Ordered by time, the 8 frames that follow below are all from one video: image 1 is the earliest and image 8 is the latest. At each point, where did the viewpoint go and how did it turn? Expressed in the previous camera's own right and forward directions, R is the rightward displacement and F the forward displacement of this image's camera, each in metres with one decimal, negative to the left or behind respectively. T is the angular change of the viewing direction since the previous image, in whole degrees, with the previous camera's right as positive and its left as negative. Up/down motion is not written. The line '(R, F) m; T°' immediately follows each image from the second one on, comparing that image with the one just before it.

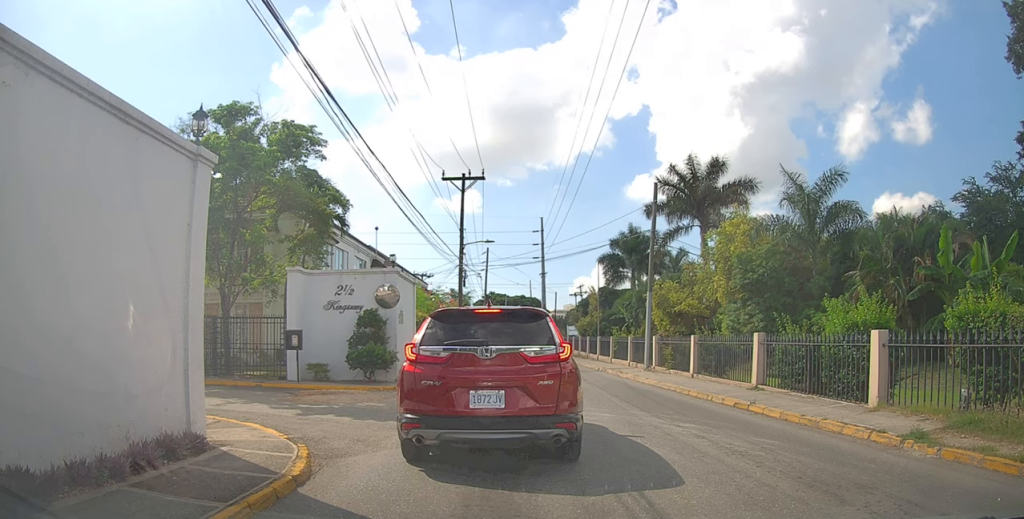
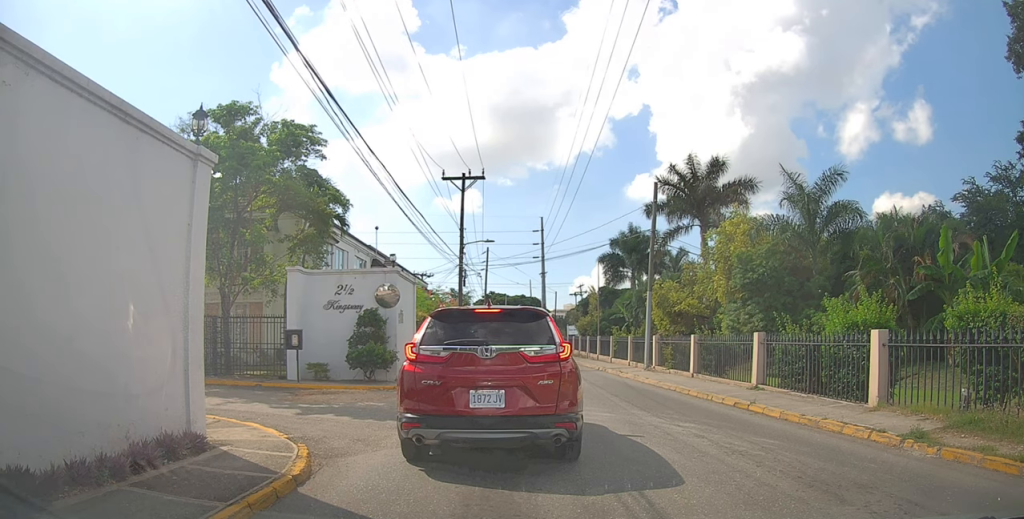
(0.0, 0.0) m; 0°
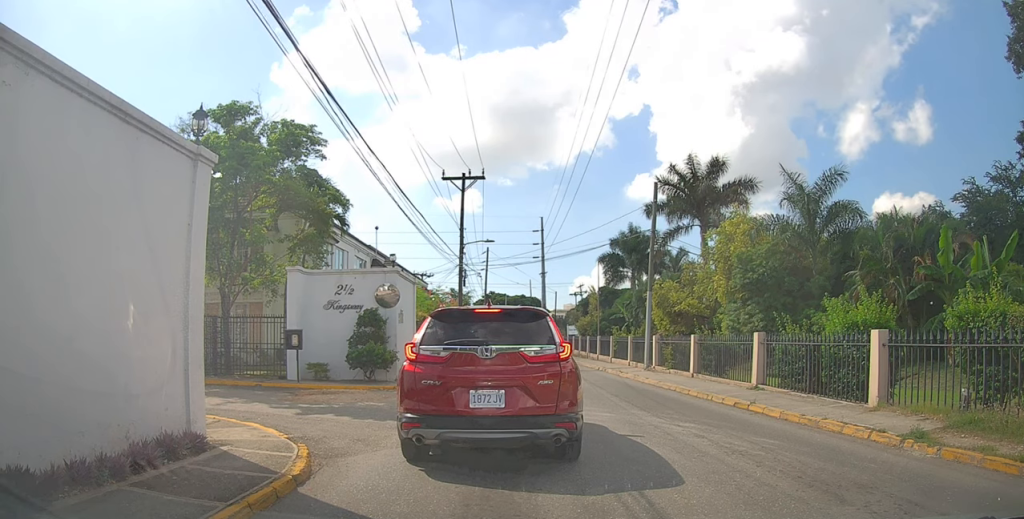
(0.0, 0.0) m; 0°
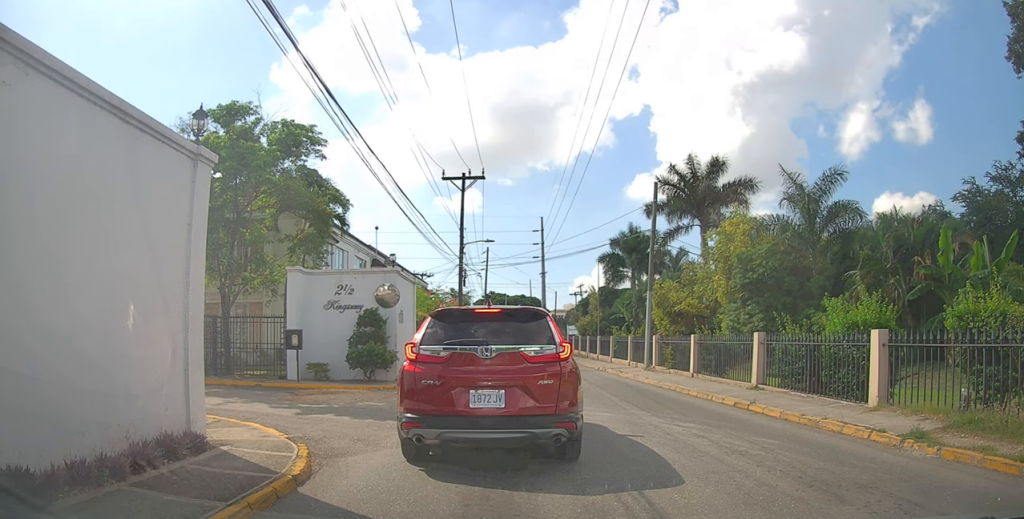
(0.0, 0.0) m; 0°
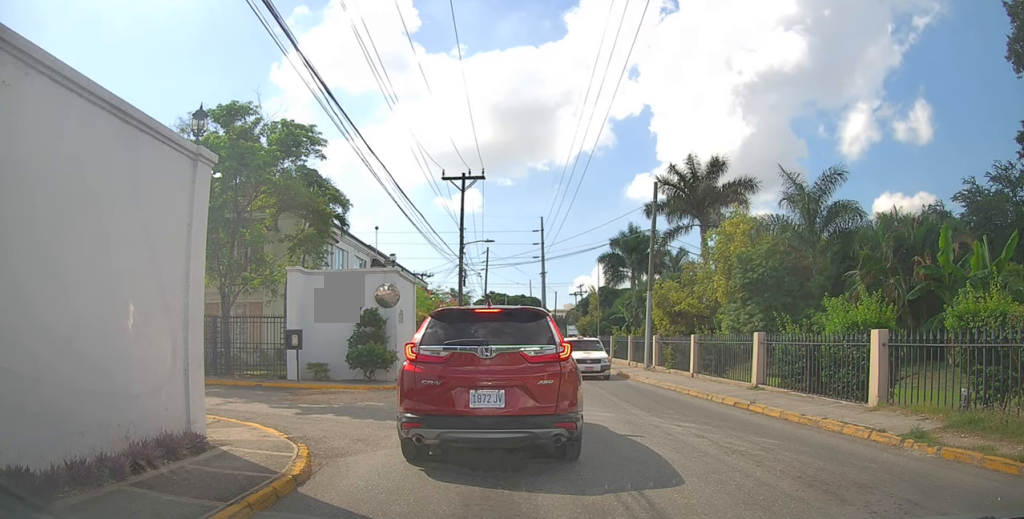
(0.0, 0.0) m; 0°
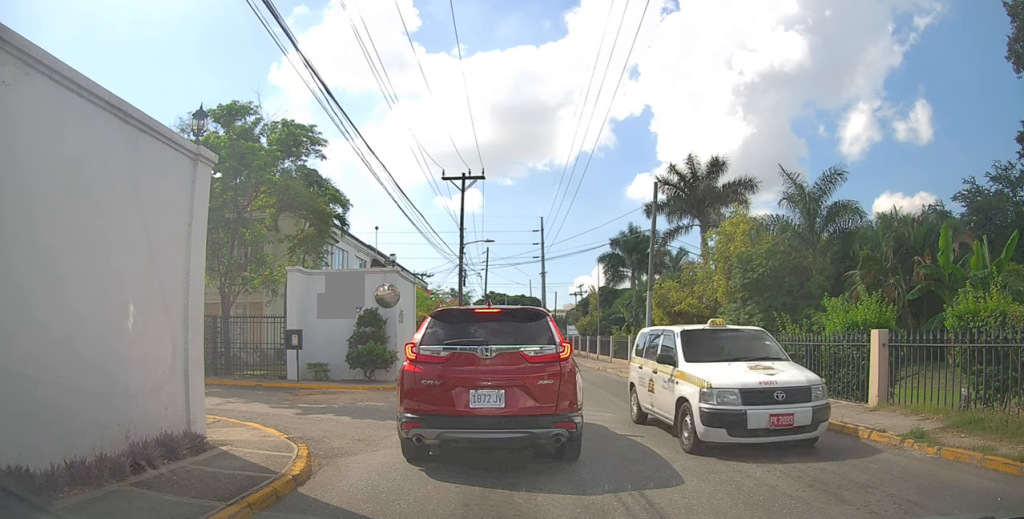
(0.0, 0.0) m; 0°
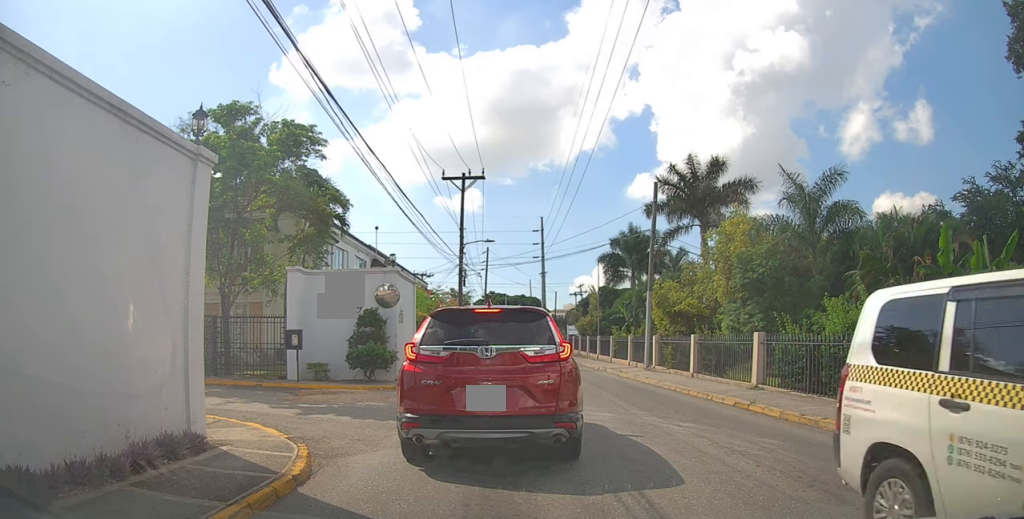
(0.0, 0.0) m; 0°
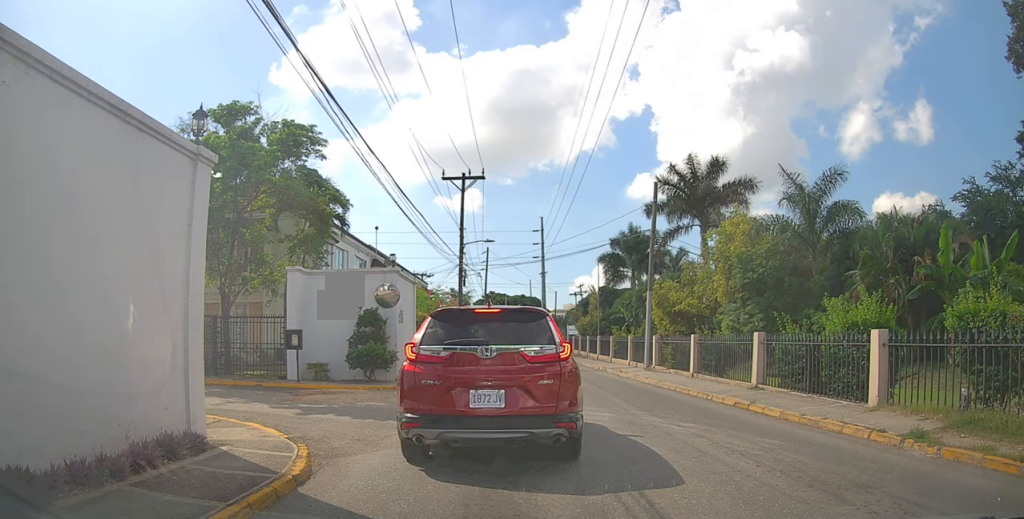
(0.0, 0.0) m; 0°
